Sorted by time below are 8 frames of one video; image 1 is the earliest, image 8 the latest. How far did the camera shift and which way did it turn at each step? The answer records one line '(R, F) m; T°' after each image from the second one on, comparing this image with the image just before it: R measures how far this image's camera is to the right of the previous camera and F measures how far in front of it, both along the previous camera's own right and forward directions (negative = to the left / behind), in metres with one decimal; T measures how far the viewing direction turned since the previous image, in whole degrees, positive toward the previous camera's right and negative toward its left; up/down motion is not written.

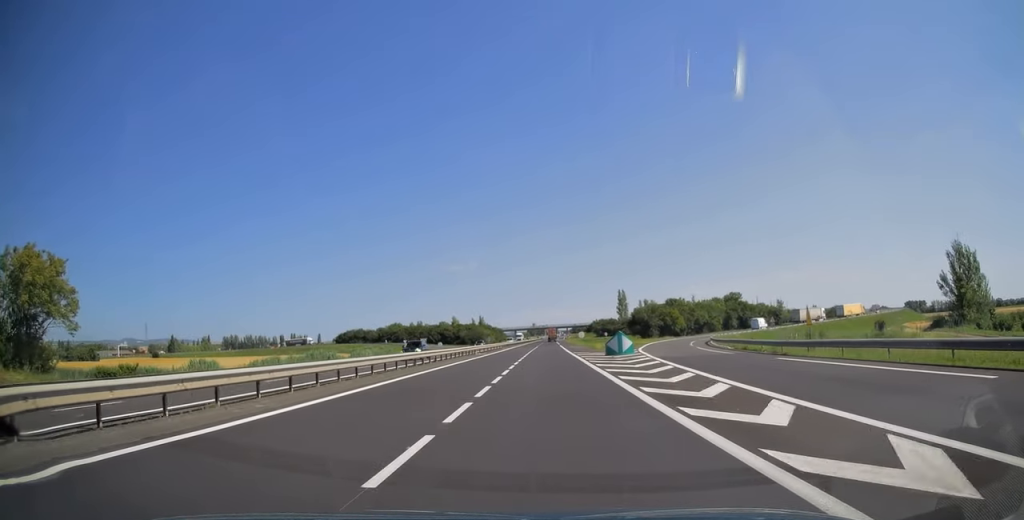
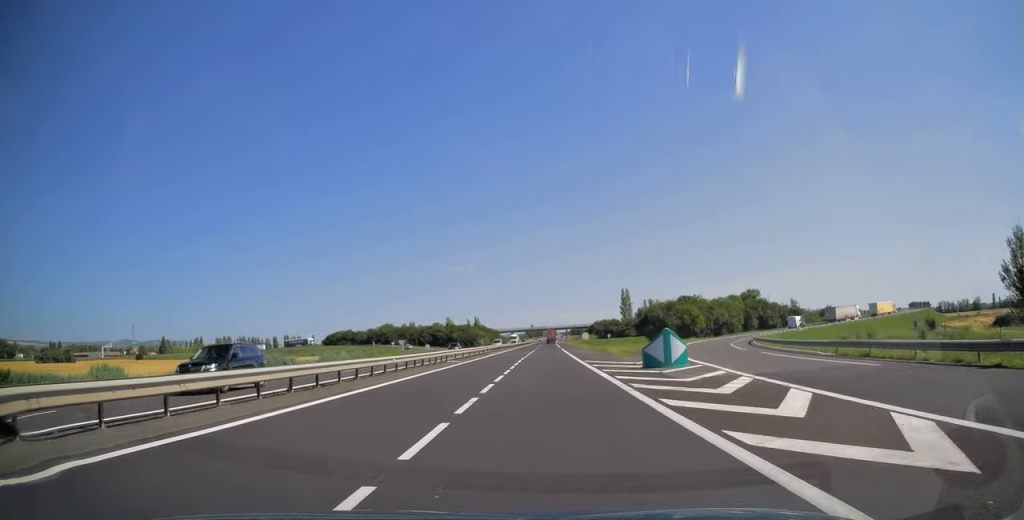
(0.0, +16.2) m; 0°
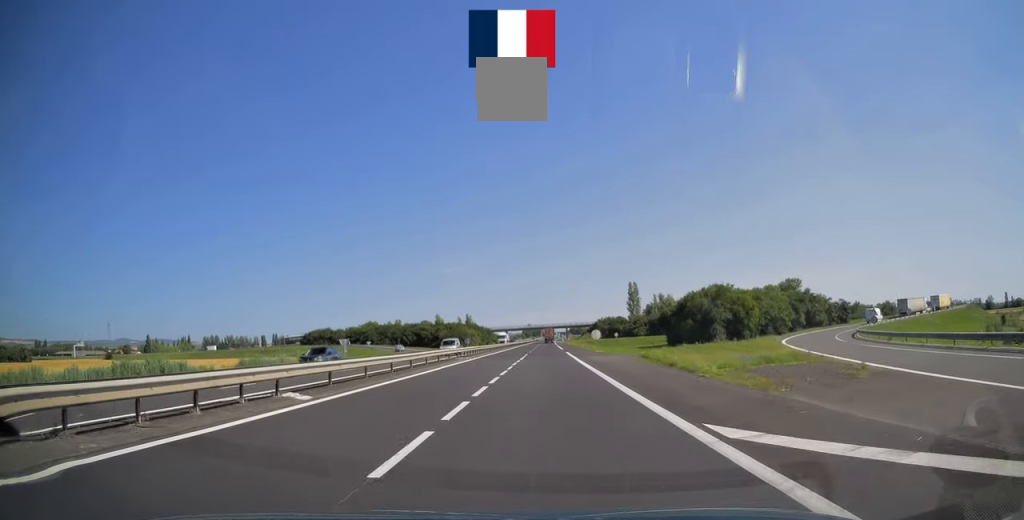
(0.0, +26.9) m; 0°
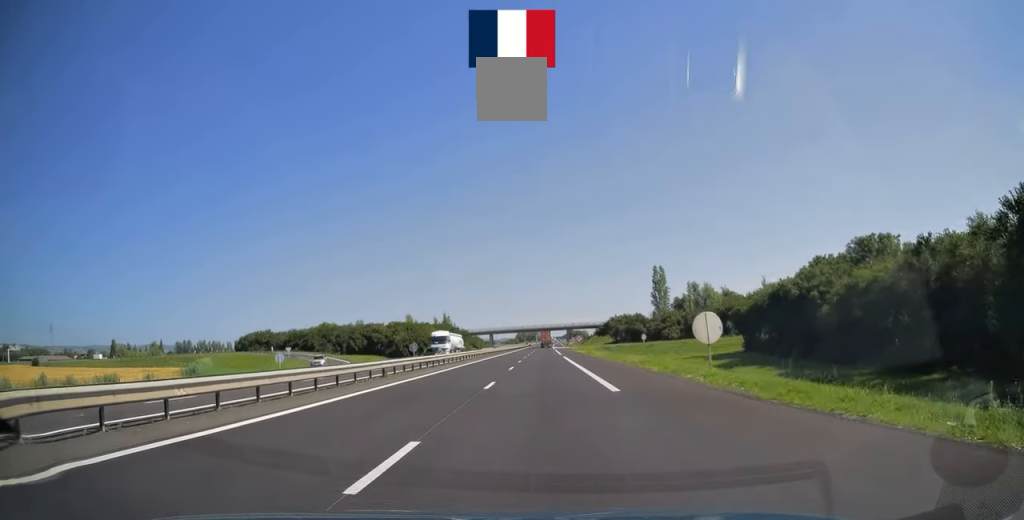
(+0.3, +56.7) m; 0°
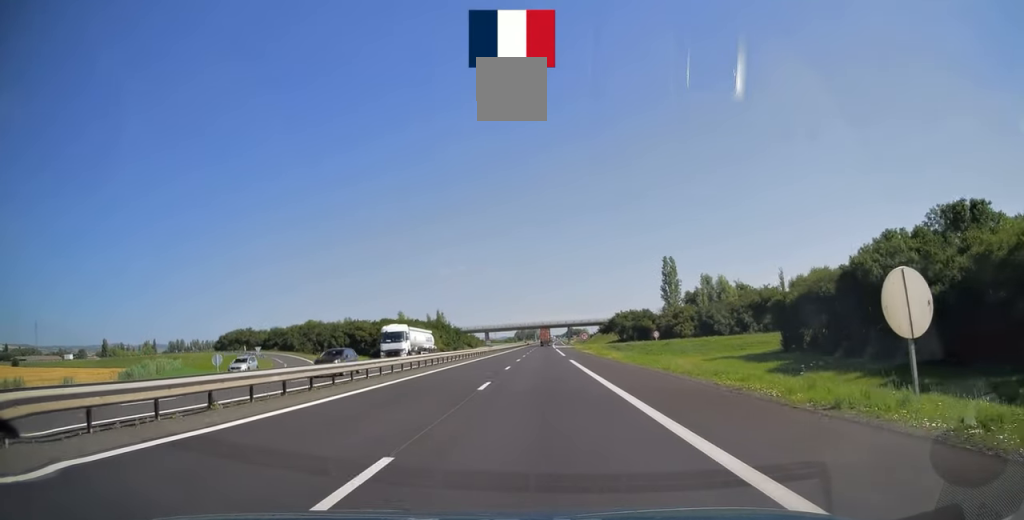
(0.0, +14.2) m; 0°
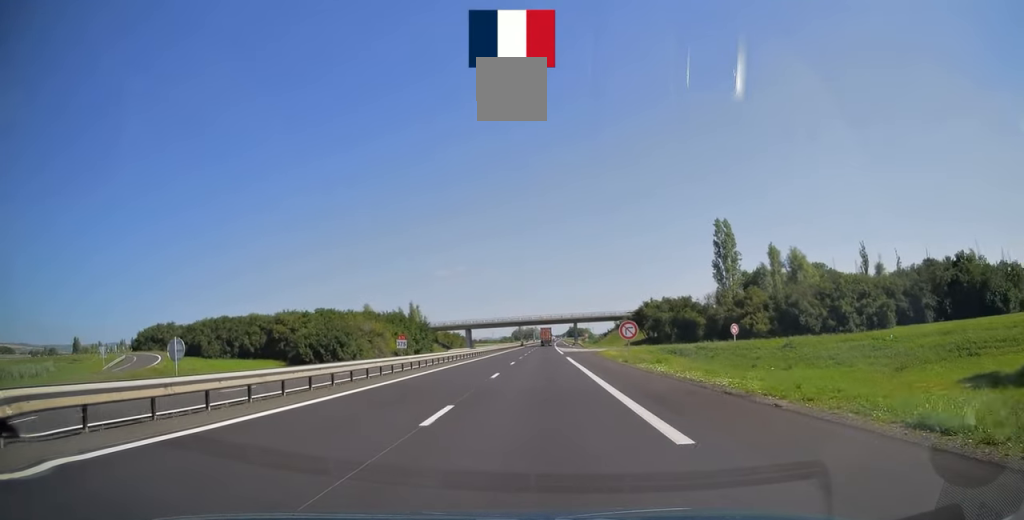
(+0.1, +46.0) m; 0°
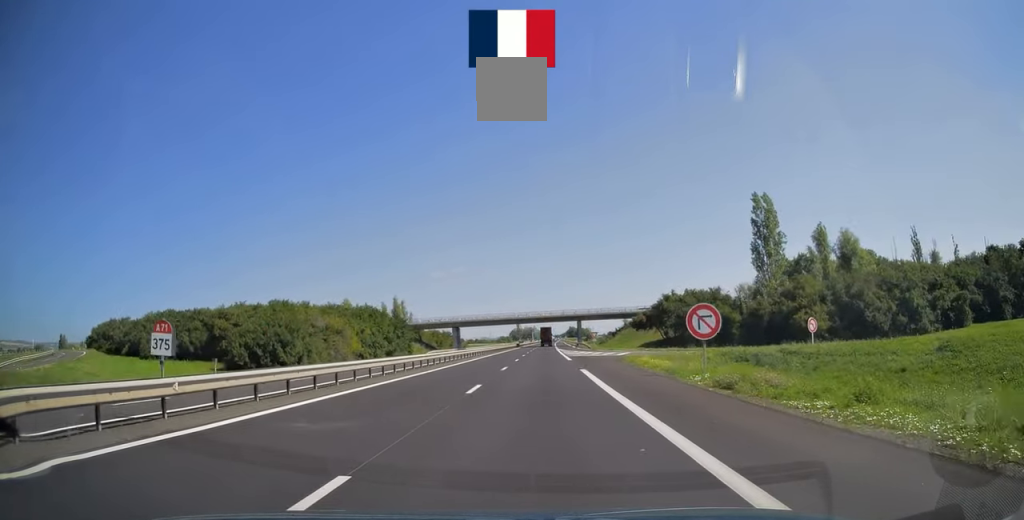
(0.0, +19.6) m; 0°
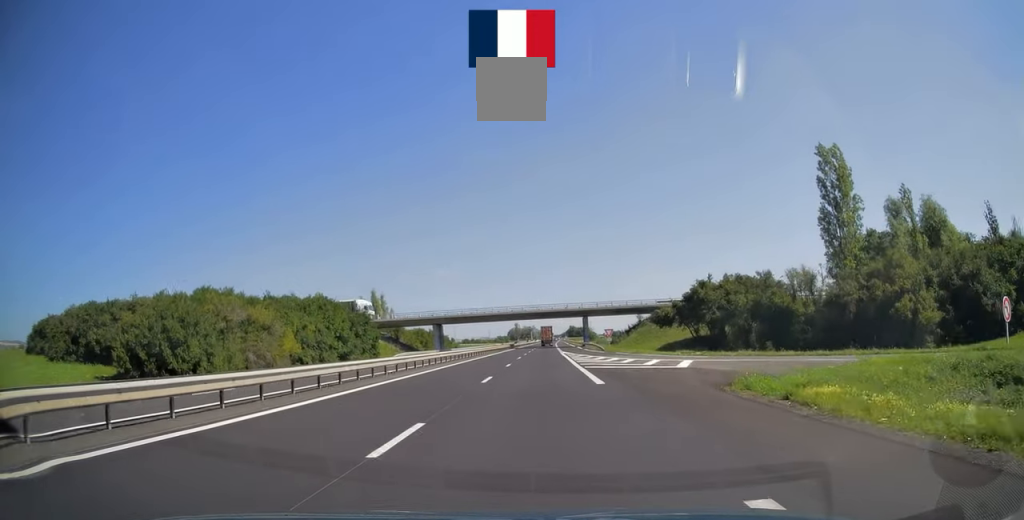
(-0.1, +21.7) m; 0°
